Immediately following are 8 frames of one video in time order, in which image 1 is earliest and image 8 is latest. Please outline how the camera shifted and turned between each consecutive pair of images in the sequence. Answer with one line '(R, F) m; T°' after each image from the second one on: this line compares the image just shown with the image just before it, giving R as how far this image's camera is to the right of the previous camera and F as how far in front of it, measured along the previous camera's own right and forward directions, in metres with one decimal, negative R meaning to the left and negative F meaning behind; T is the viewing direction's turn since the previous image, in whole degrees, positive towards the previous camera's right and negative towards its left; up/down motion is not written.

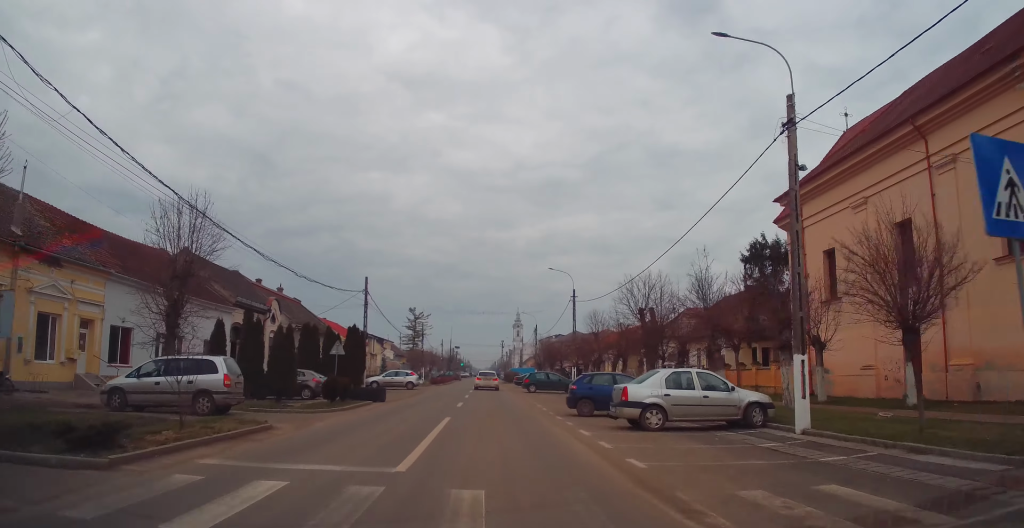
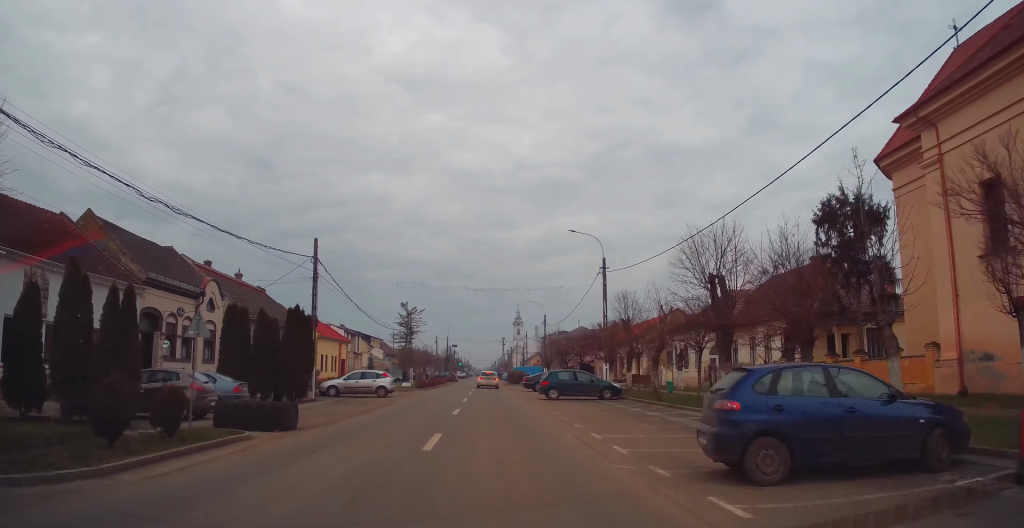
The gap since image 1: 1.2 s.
(-0.1, +12.9) m; -1°
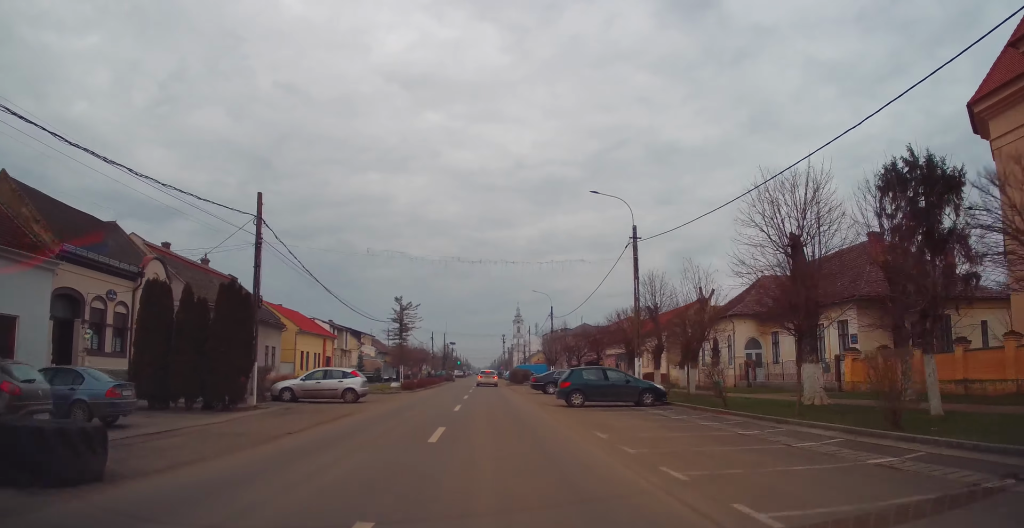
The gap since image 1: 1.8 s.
(0.0, +7.5) m; -1°
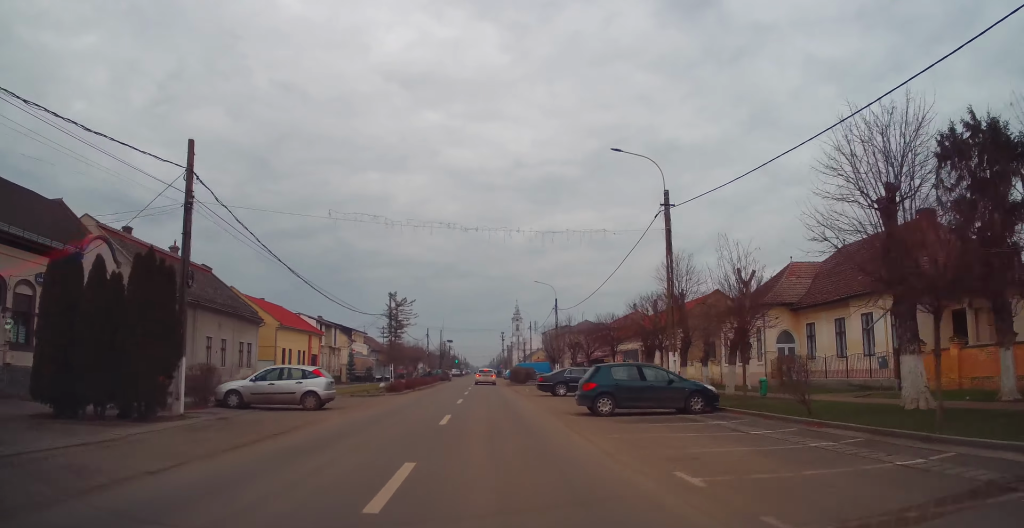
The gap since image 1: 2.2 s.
(-0.1, +5.5) m; 0°
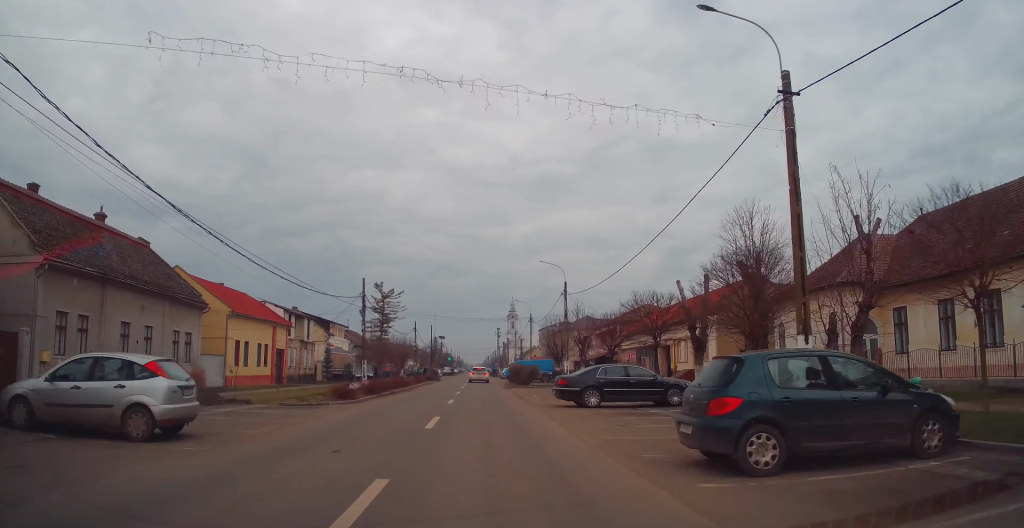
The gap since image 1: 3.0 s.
(0.0, +10.2) m; +1°
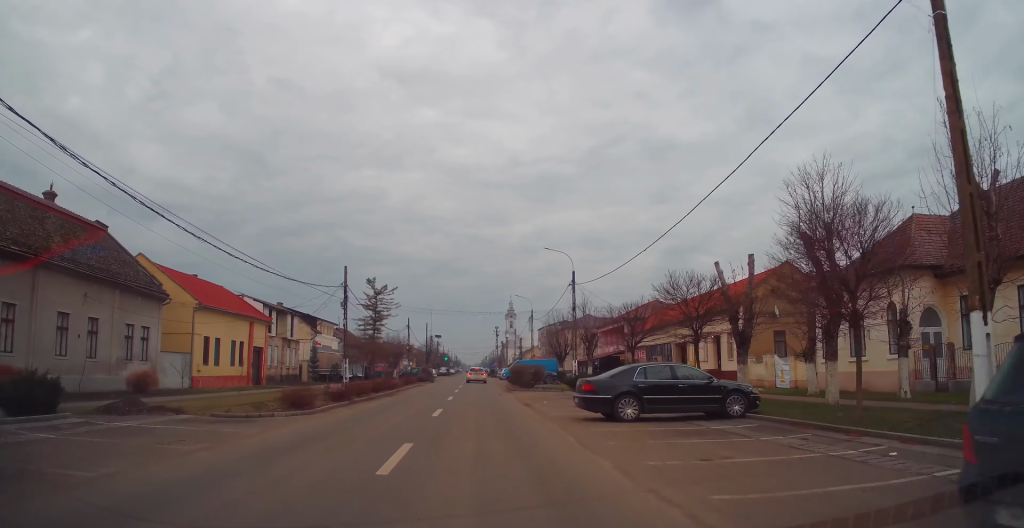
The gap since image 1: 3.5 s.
(+0.1, +5.6) m; 0°
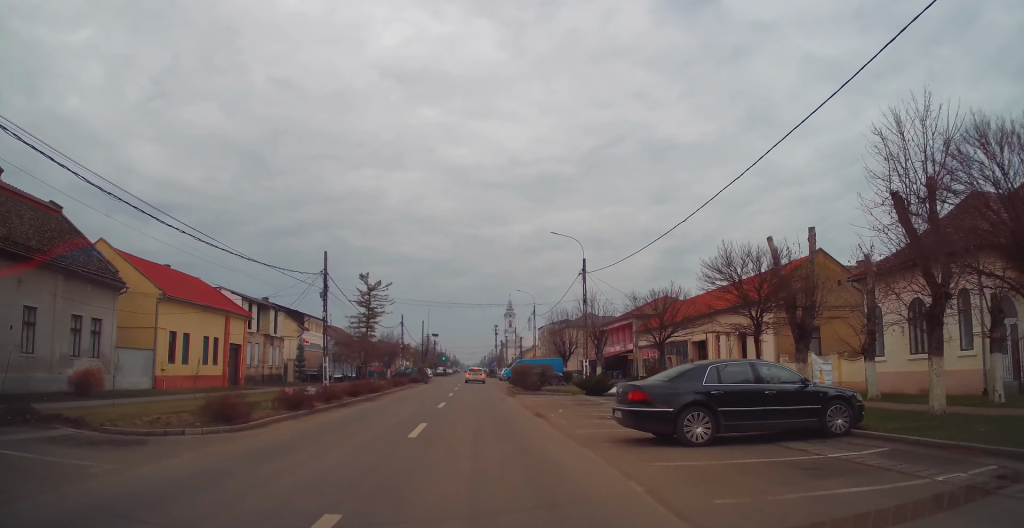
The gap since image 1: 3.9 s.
(0.0, +5.2) m; 0°
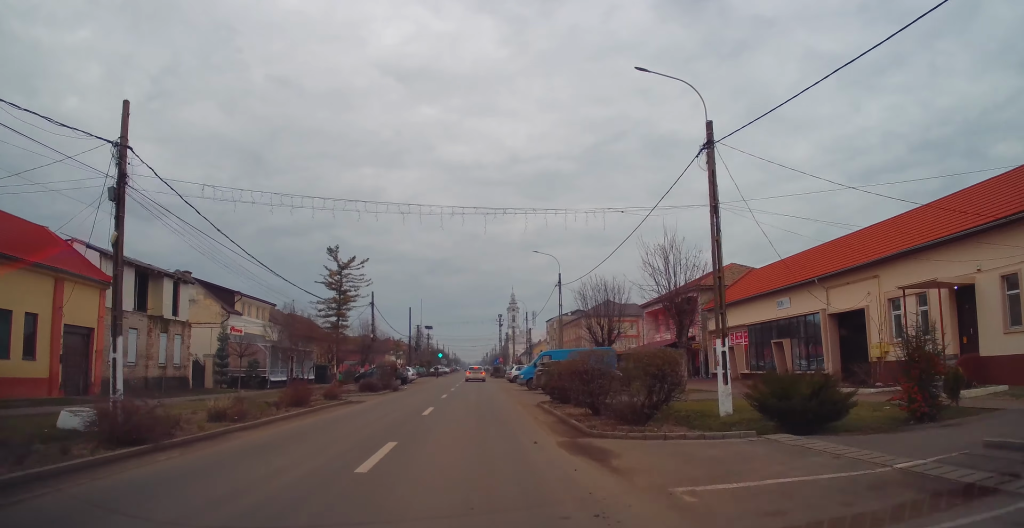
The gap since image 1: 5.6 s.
(0.0, +22.6) m; 0°
